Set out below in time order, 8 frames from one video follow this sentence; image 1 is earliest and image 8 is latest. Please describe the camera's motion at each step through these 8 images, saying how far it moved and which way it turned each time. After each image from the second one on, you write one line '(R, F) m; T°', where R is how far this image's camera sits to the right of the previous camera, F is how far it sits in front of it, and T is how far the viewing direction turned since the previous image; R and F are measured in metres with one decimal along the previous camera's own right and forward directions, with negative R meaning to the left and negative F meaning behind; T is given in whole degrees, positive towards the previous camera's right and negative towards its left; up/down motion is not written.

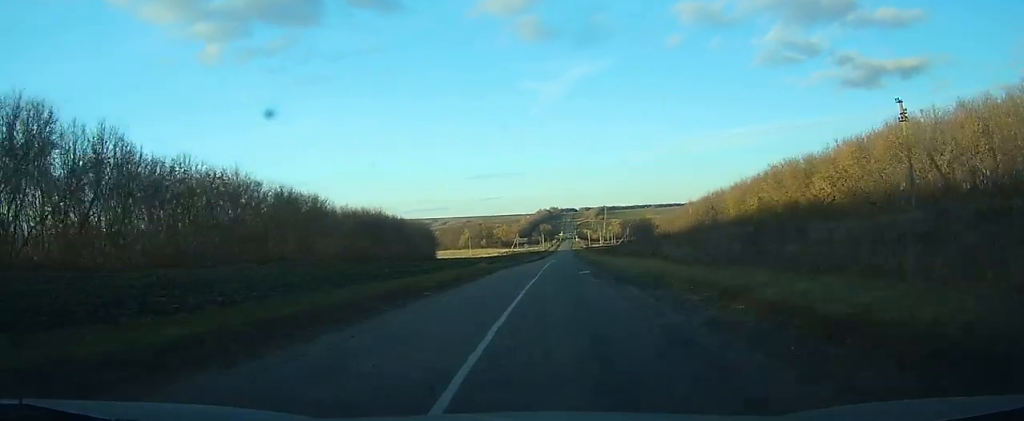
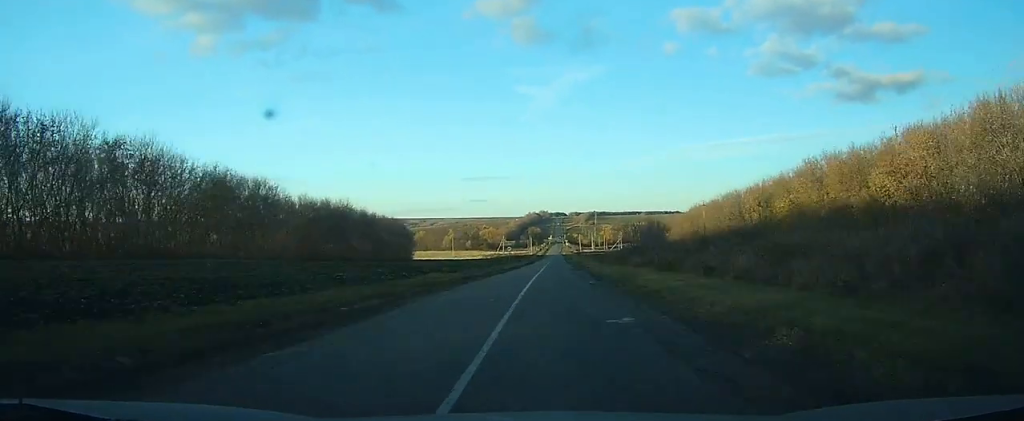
(+0.3, +18.6) m; 0°
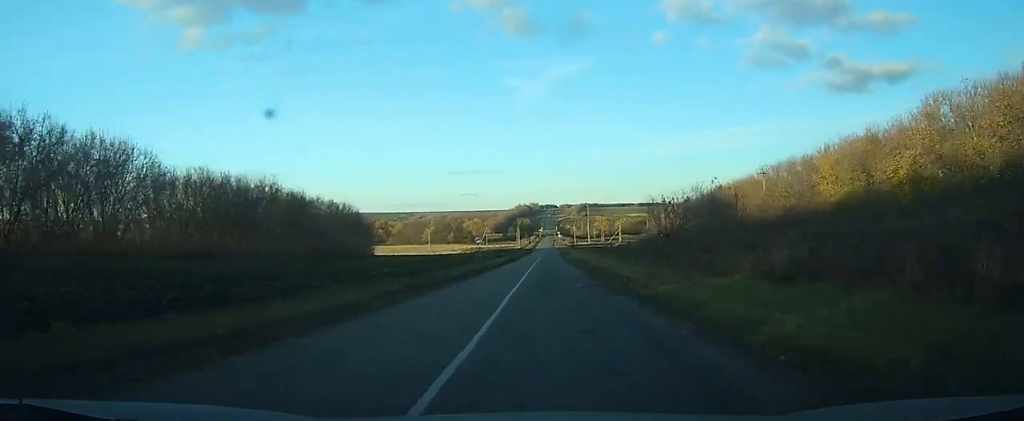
(+0.4, +33.7) m; +1°
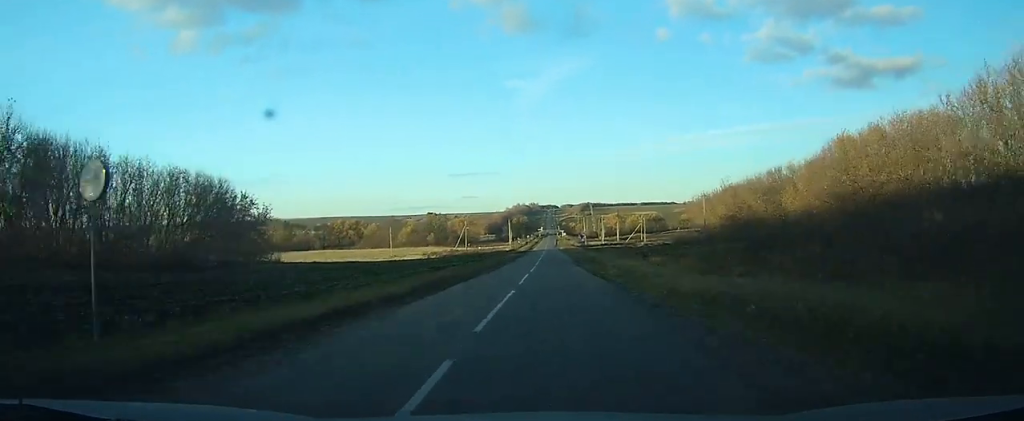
(-0.4, +54.4) m; 0°
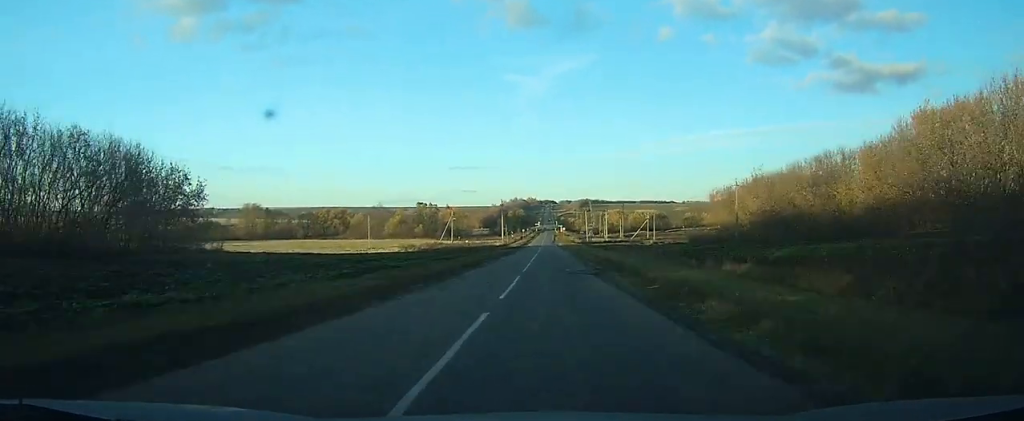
(-0.1, +17.4) m; 0°
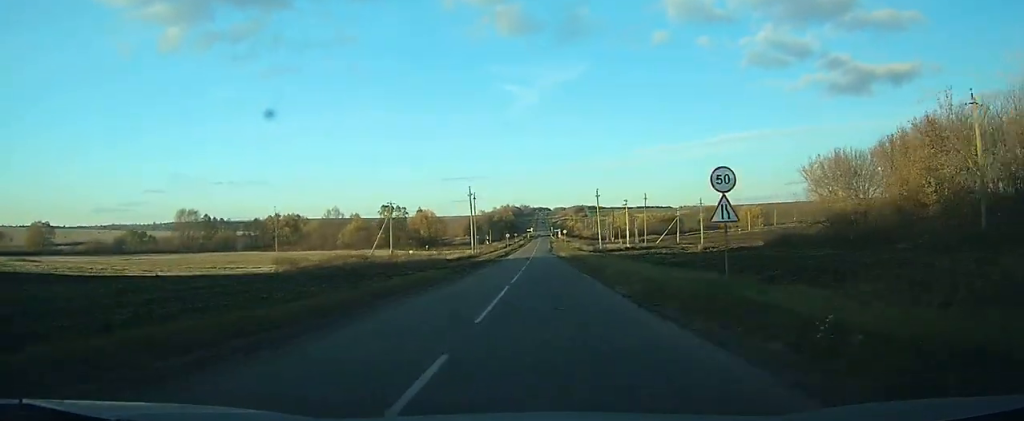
(+0.2, +50.5) m; +1°
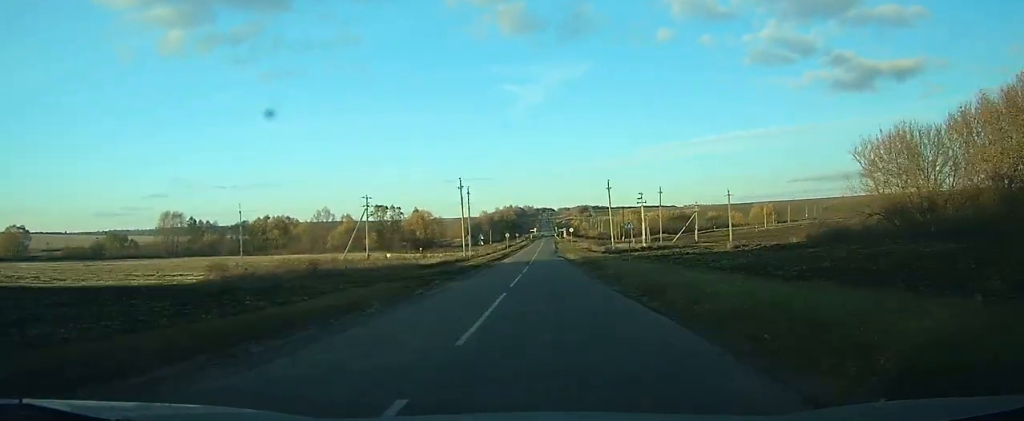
(+0.1, +15.5) m; 0°
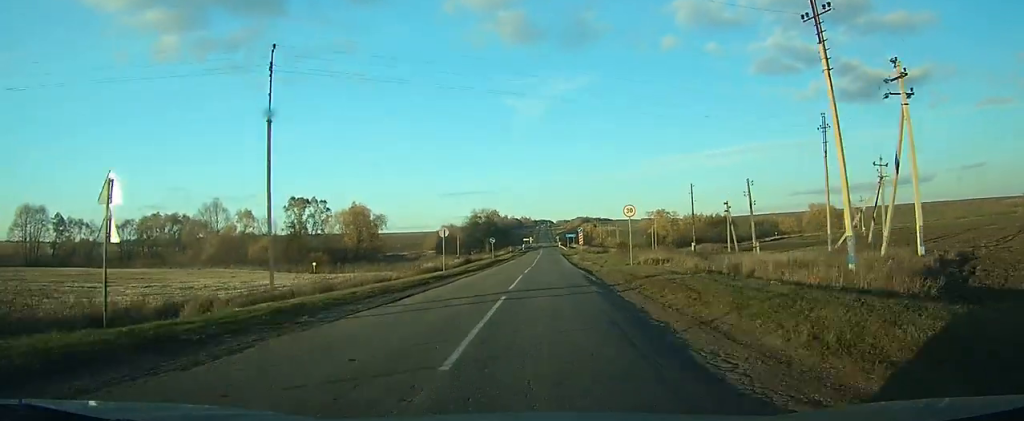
(+0.1, +75.5) m; -1°
